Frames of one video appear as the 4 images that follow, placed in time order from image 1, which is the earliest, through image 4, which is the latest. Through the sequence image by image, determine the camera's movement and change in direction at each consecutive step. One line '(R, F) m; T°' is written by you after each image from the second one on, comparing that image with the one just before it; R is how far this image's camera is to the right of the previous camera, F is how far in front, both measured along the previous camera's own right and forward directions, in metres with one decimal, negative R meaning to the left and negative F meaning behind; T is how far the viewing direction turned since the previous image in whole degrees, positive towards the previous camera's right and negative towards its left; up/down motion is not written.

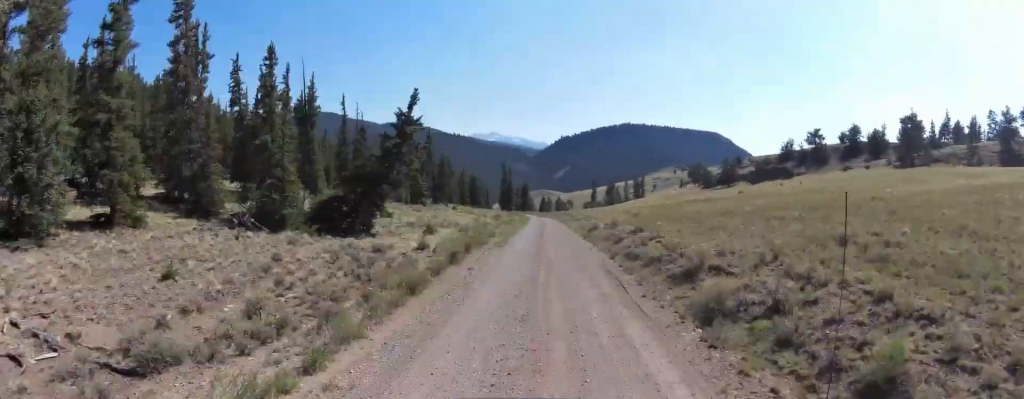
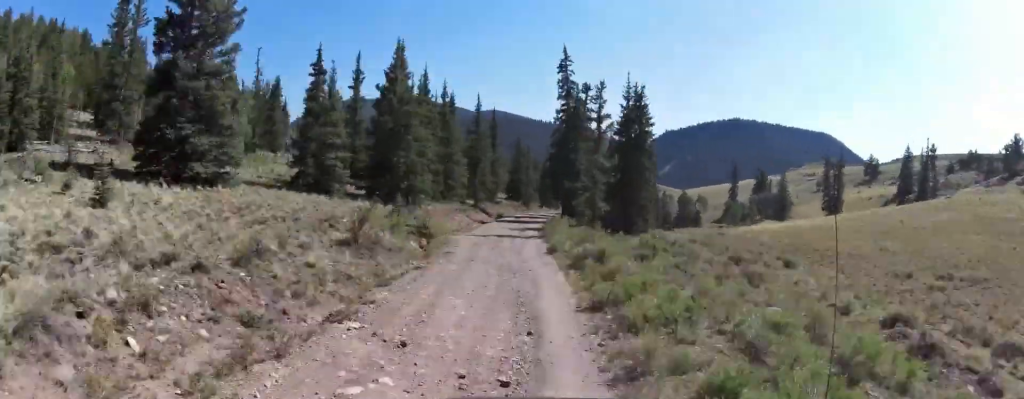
(-8.1, +109.1) m; -8°
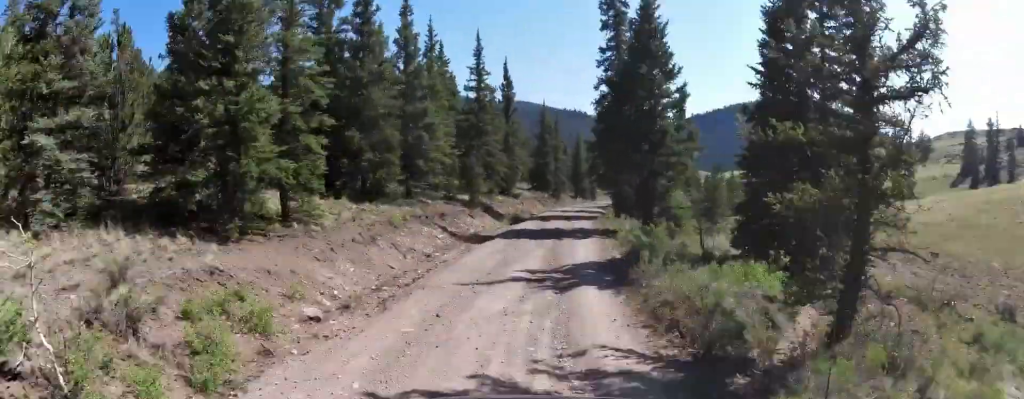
(-1.3, +36.0) m; -1°
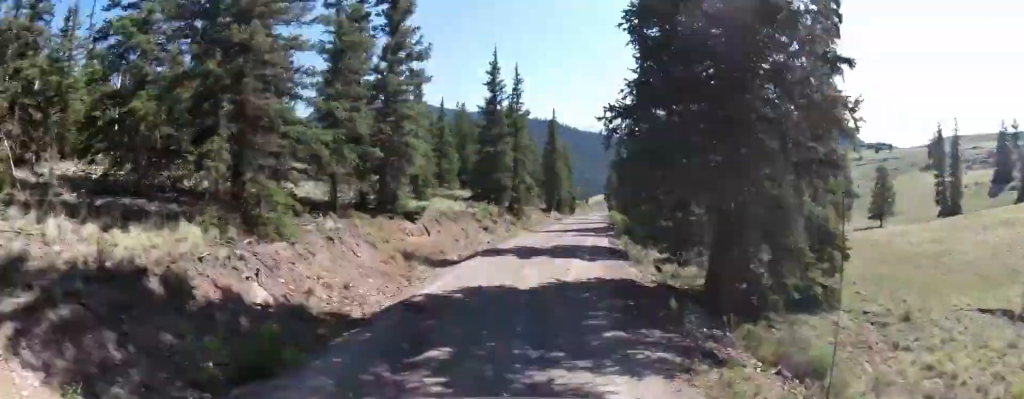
(-1.4, +34.5) m; +1°
